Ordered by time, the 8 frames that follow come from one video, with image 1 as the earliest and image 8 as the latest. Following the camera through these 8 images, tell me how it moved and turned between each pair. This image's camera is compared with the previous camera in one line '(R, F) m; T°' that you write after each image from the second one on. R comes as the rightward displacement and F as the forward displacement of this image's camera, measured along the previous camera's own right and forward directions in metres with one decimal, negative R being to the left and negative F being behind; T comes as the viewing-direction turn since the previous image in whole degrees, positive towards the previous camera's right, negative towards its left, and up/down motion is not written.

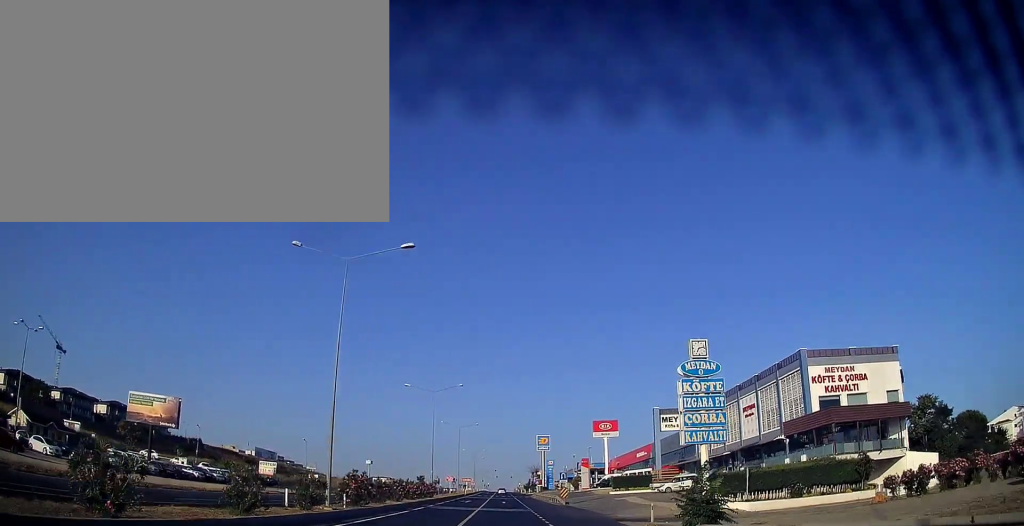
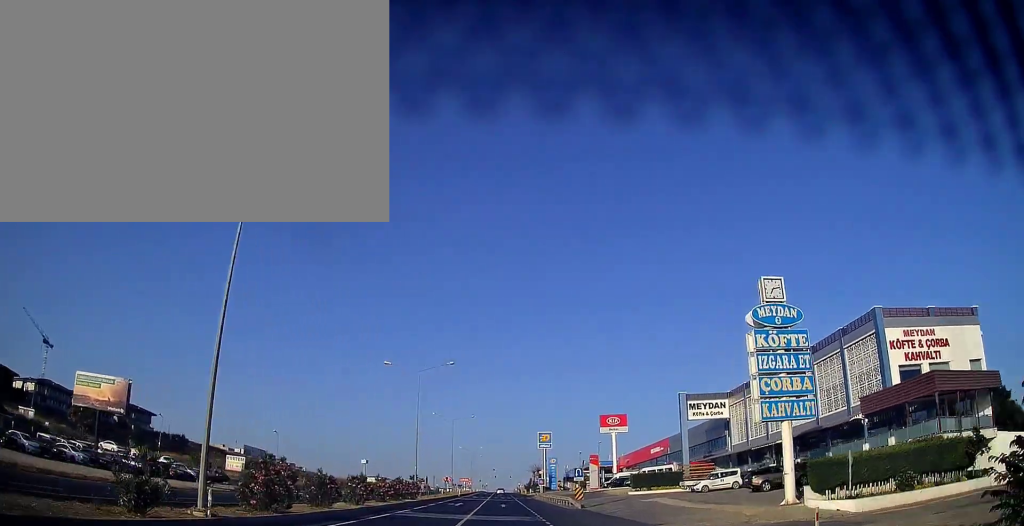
(0.0, +12.2) m; 0°
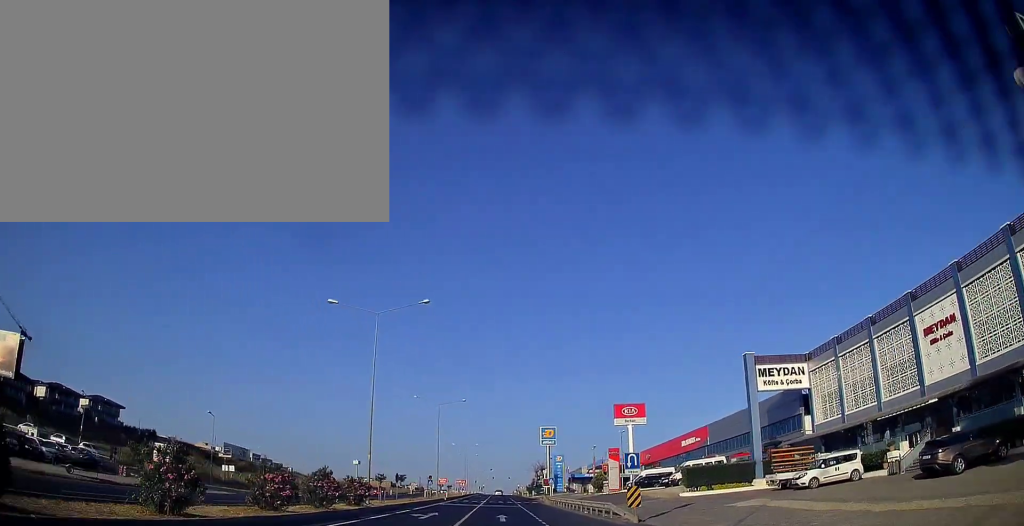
(0.0, +19.4) m; 0°
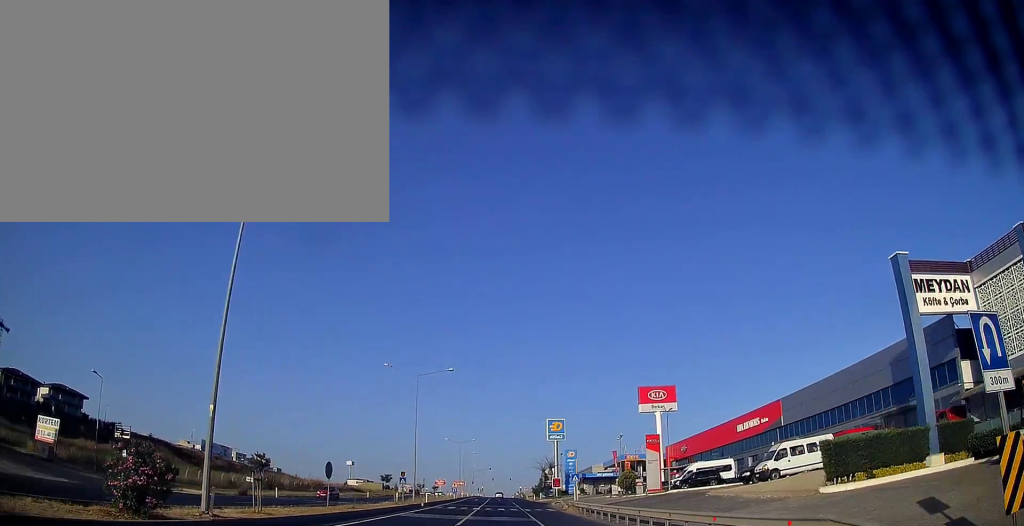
(+0.1, +20.9) m; 0°
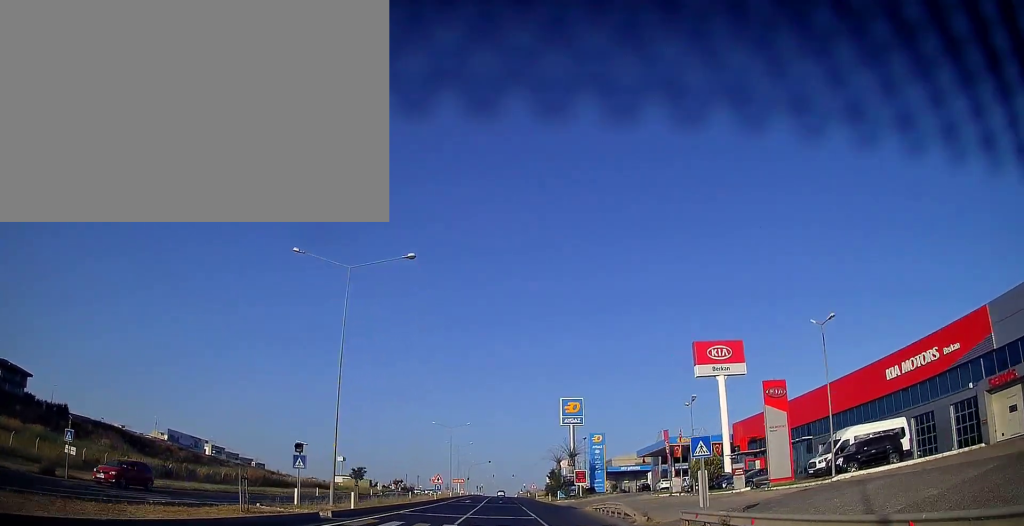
(+0.1, +28.0) m; 0°
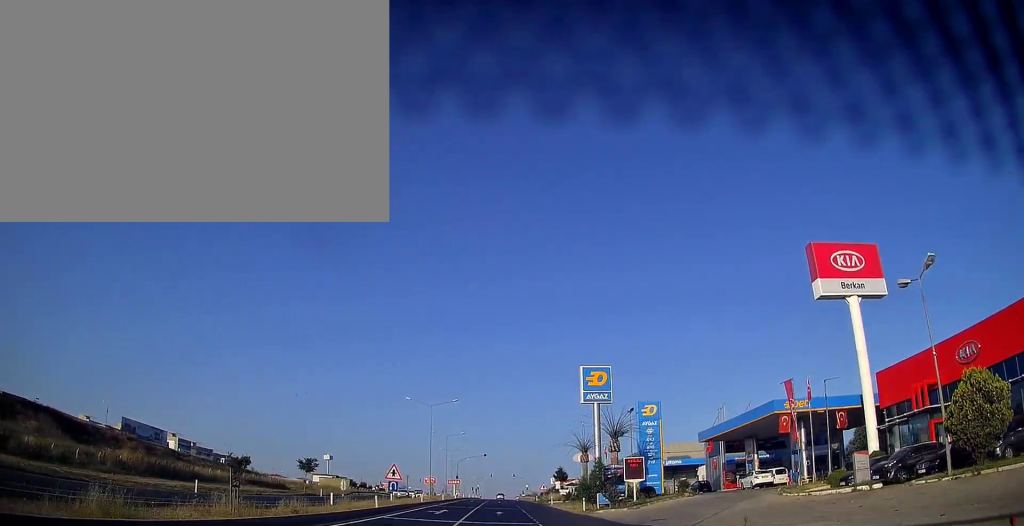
(-0.1, +29.3) m; 0°
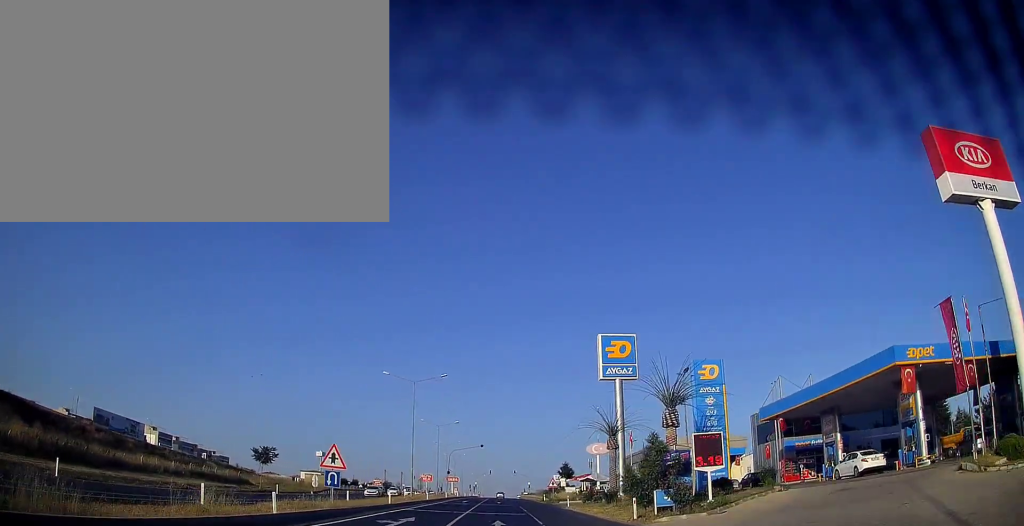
(0.0, +15.6) m; 0°
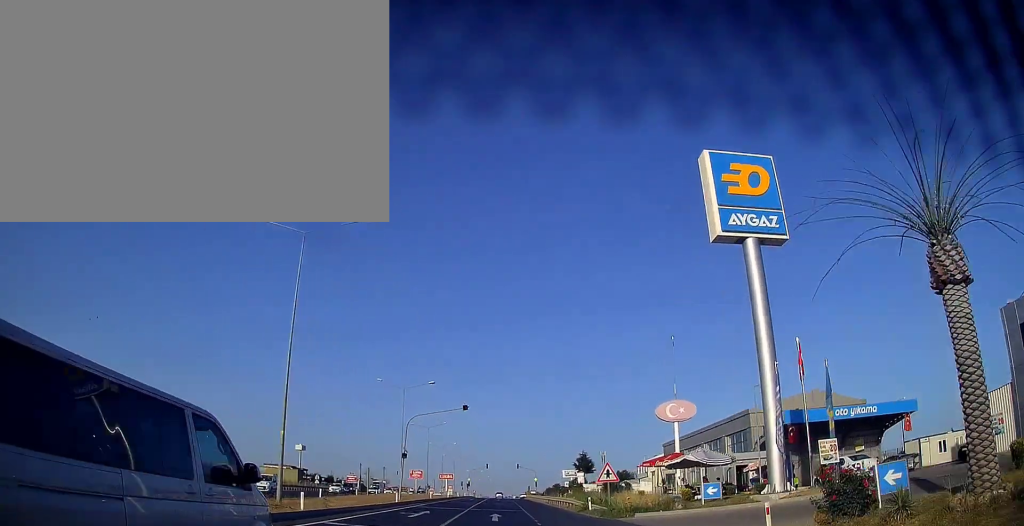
(+0.1, +36.4) m; 0°
